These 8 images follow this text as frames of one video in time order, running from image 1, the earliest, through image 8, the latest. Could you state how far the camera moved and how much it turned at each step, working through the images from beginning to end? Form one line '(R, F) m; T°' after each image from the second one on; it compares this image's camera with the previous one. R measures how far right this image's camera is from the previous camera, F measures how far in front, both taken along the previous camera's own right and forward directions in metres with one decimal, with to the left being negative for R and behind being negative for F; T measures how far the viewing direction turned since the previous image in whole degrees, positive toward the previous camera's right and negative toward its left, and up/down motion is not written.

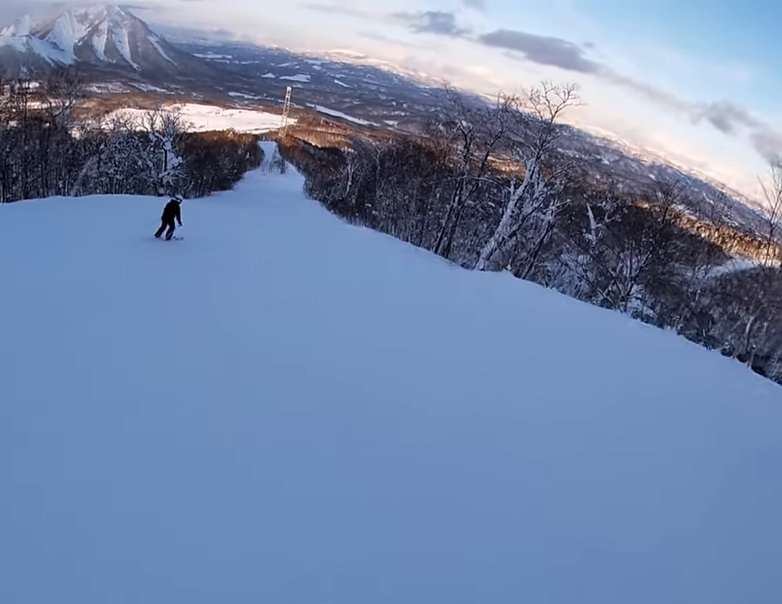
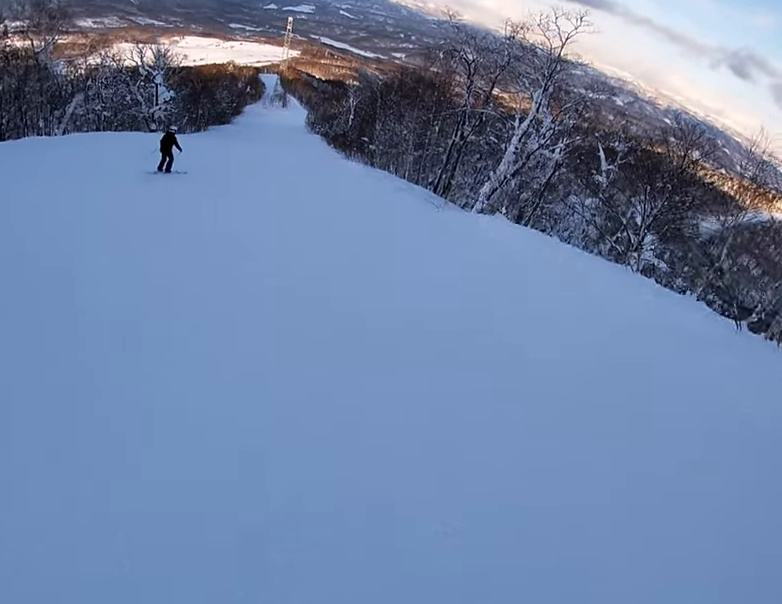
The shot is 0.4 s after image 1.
(-0.2, +1.8) m; -11°
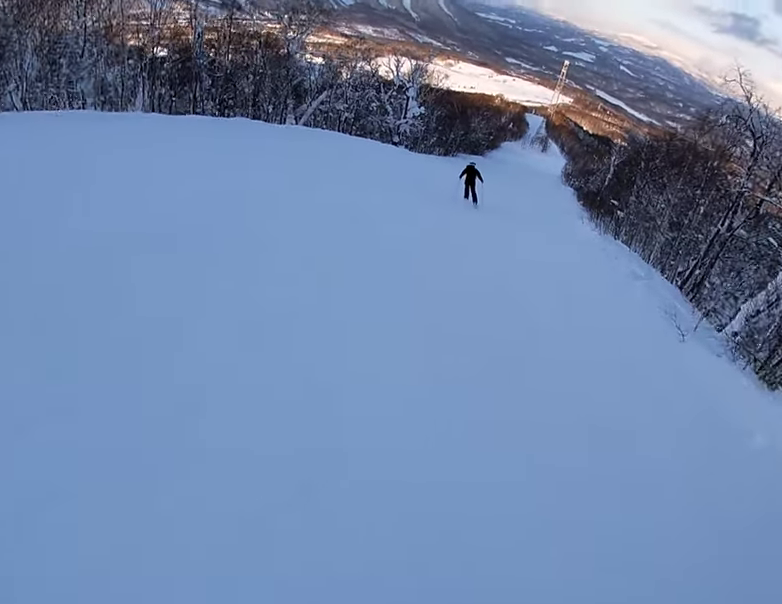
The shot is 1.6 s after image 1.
(-1.0, +4.1) m; -32°
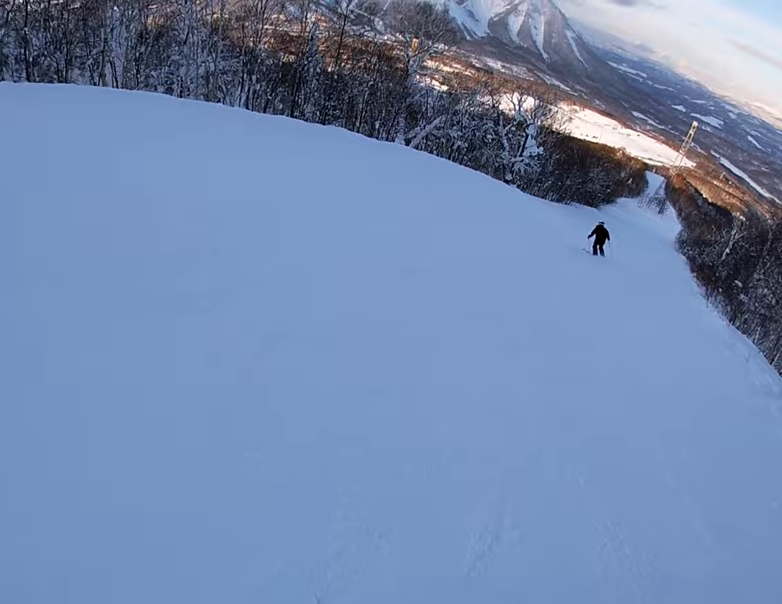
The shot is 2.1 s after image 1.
(-0.3, +2.4) m; -17°
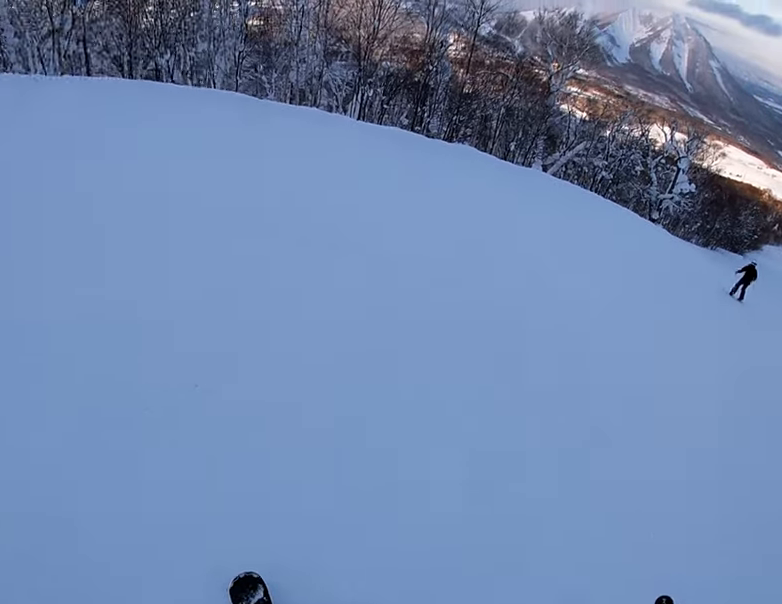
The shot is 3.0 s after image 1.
(-0.7, +4.0) m; -12°
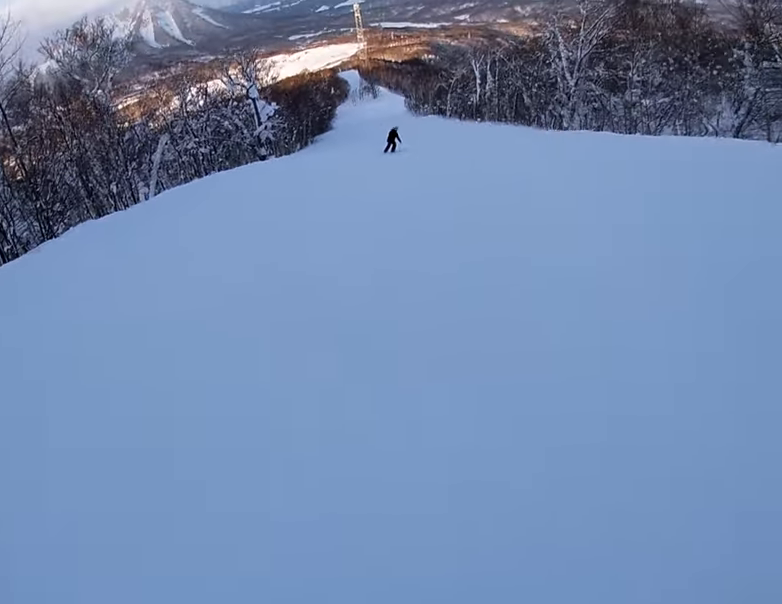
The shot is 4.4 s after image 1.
(+0.7, +7.0) m; +31°
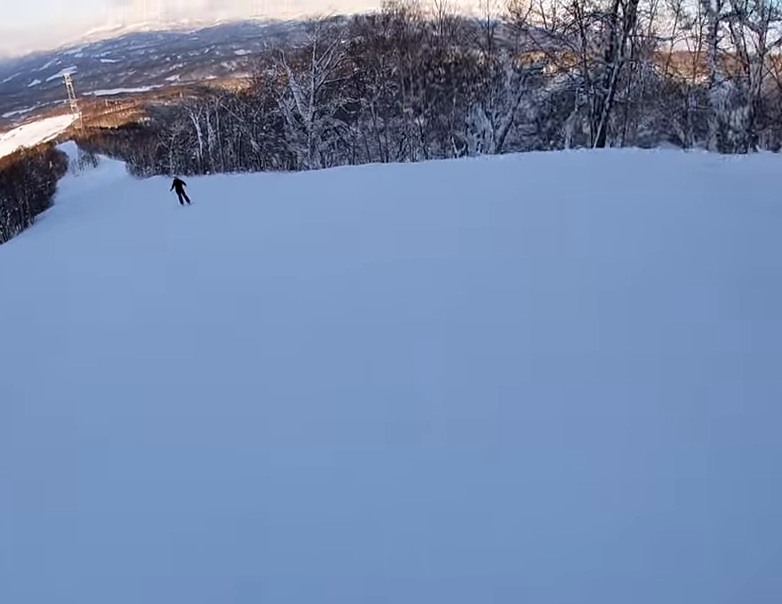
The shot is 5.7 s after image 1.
(+2.6, +6.8) m; +30°
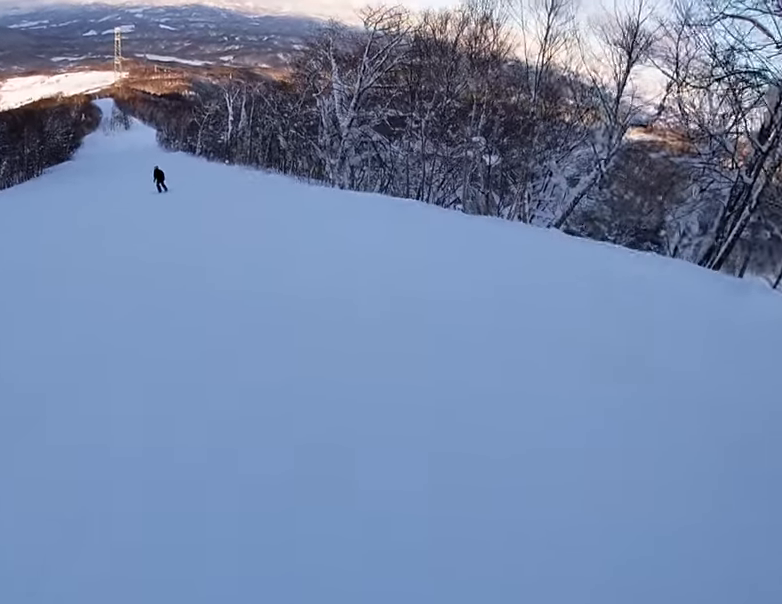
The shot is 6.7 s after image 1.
(+0.8, +6.7) m; 0°
